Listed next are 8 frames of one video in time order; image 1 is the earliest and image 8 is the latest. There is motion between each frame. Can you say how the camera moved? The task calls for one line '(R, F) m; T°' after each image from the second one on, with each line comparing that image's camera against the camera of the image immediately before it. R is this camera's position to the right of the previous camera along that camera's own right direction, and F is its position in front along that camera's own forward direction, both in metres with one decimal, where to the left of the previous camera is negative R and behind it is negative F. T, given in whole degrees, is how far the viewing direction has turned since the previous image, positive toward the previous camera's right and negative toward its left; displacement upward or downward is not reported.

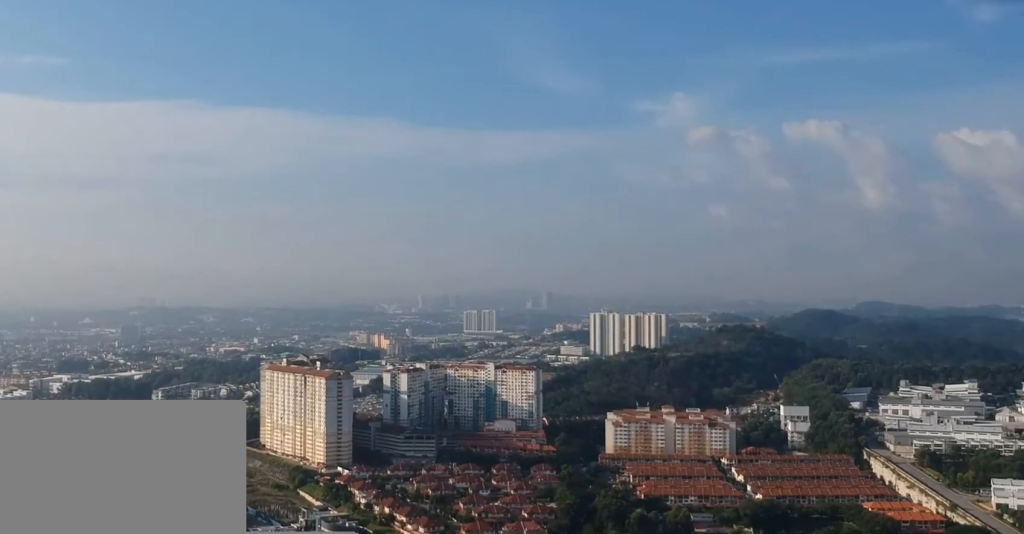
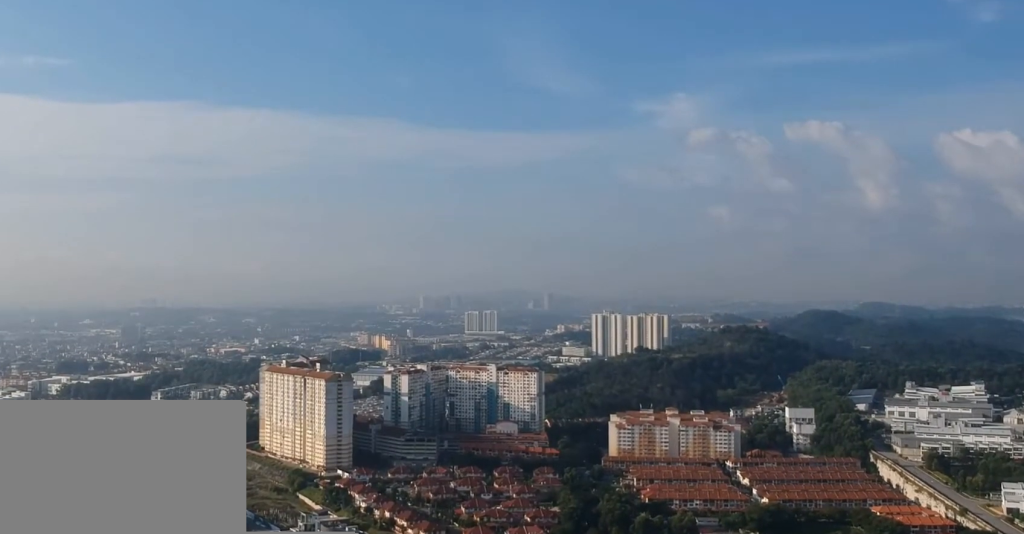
(0.0, +9.9) m; 0°
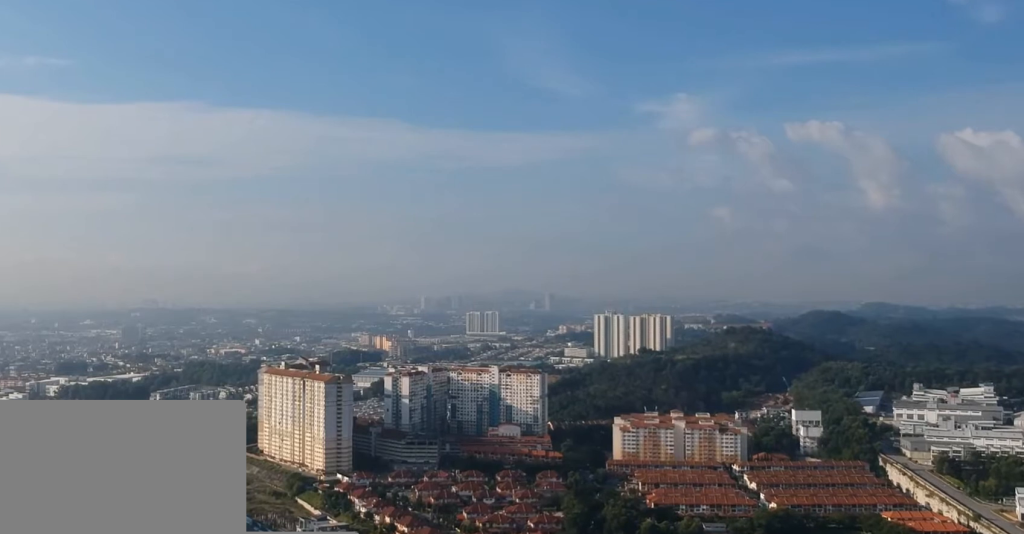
(0.0, +13.6) m; 0°
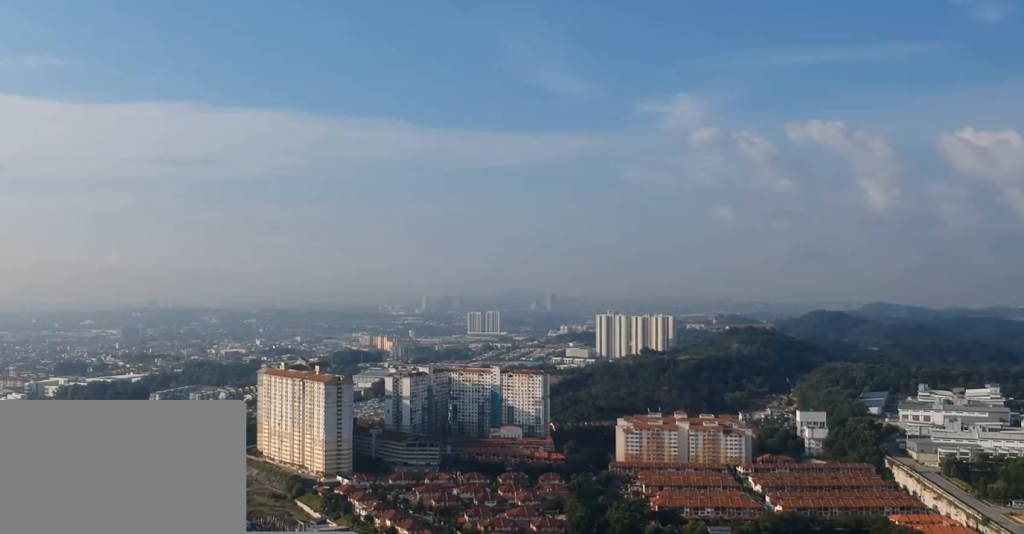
(0.0, +8.3) m; 0°
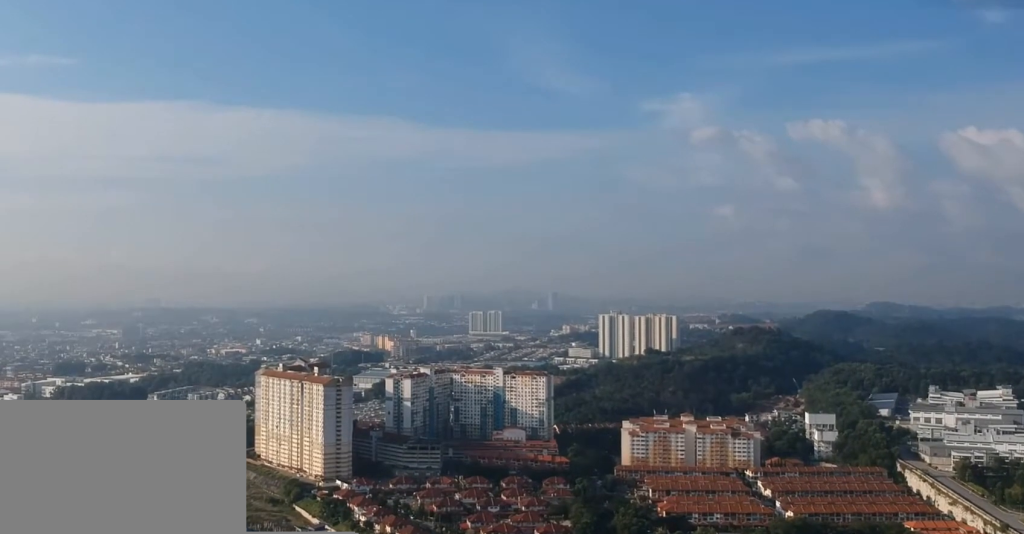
(0.0, +18.2) m; 0°
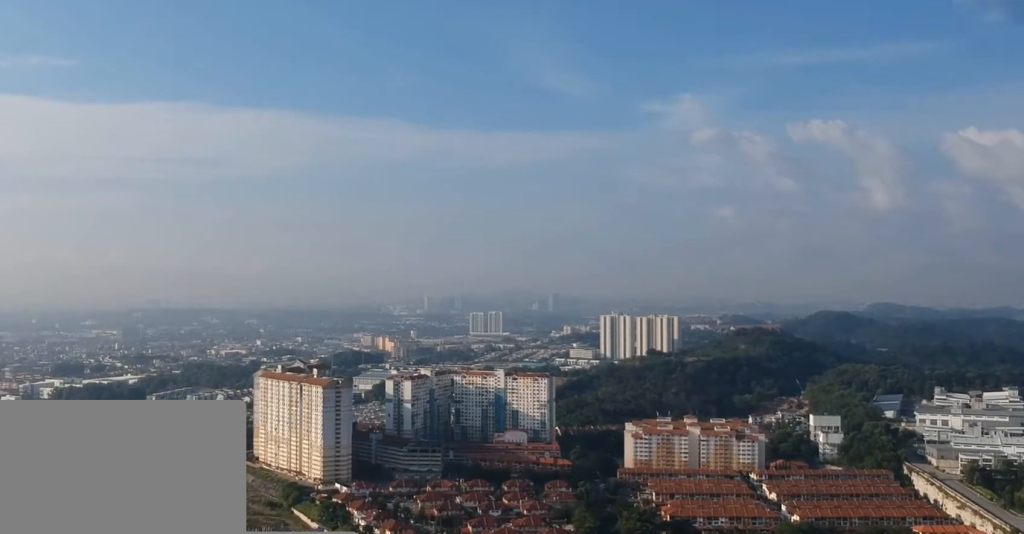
(0.0, +9.3) m; 0°
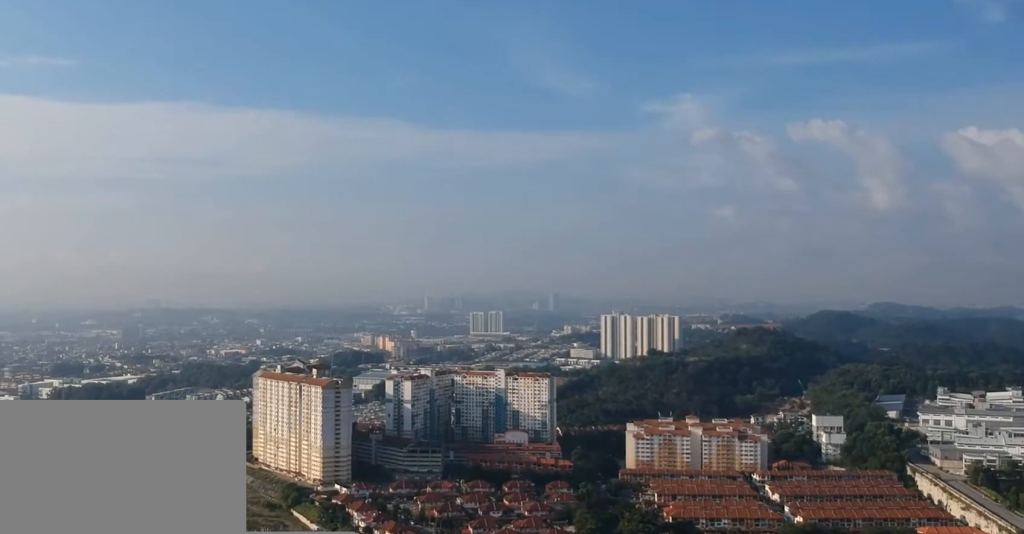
(0.0, +5.2) m; 0°
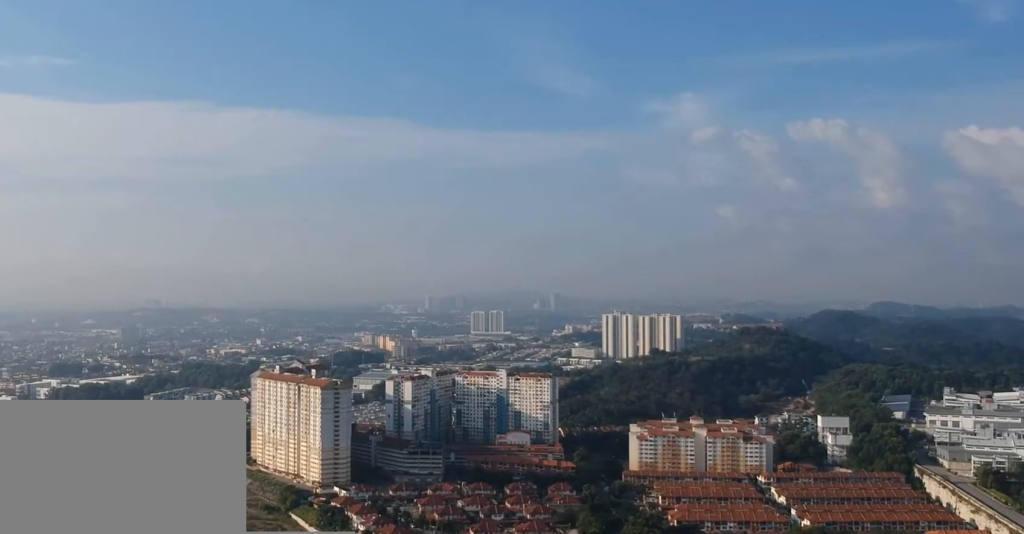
(0.0, +10.9) m; 0°
